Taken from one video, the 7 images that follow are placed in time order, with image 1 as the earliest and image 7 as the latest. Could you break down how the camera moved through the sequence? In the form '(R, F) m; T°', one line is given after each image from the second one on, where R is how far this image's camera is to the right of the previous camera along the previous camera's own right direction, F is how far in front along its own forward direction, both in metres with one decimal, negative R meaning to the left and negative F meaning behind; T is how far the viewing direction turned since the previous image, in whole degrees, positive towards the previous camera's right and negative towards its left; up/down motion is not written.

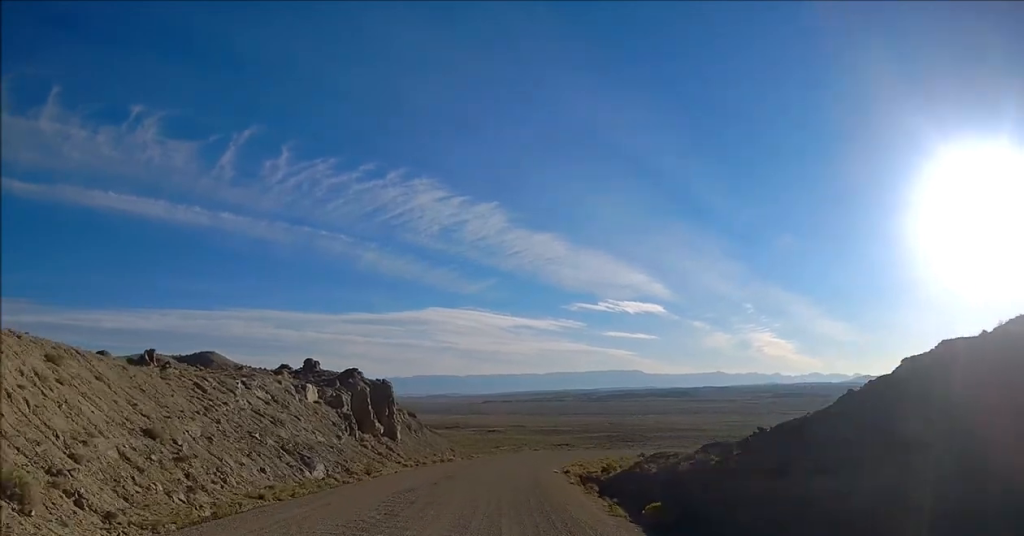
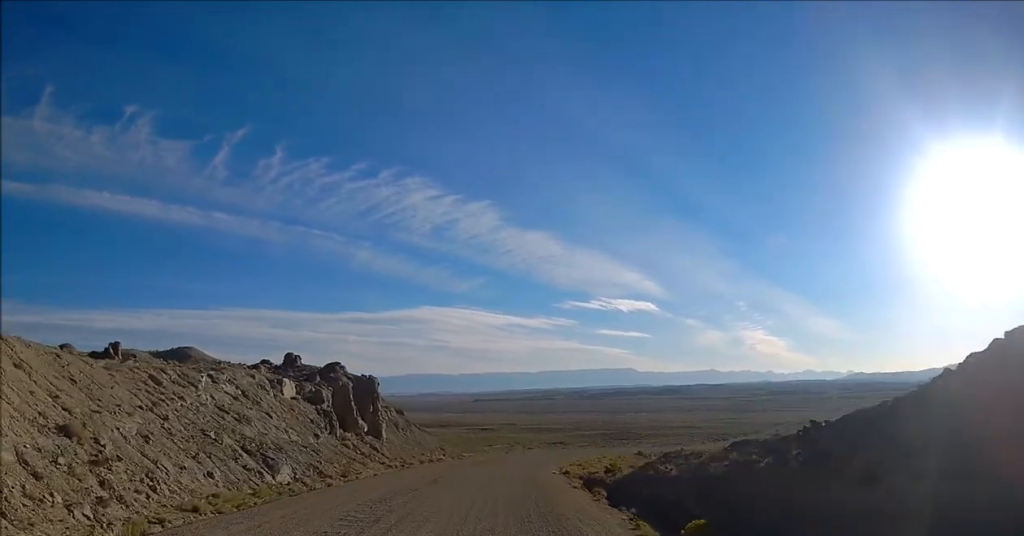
(0.0, +8.0) m; 0°
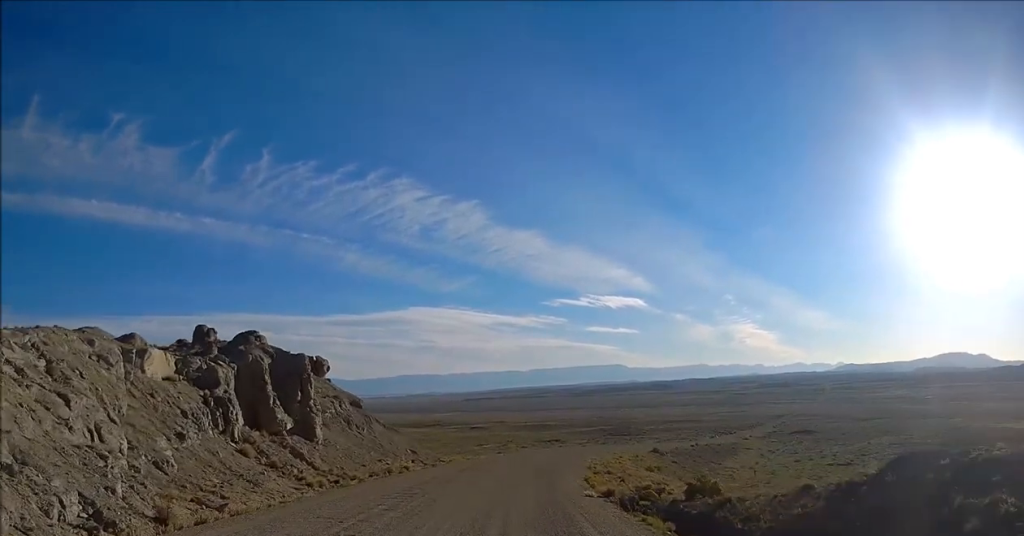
(+0.5, +34.3) m; +3°
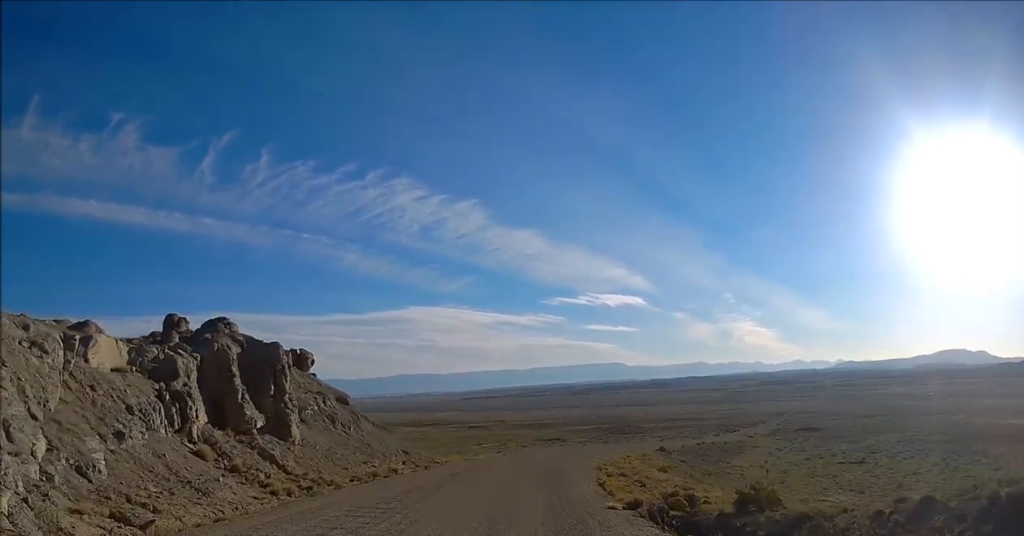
(+0.1, +7.8) m; +1°
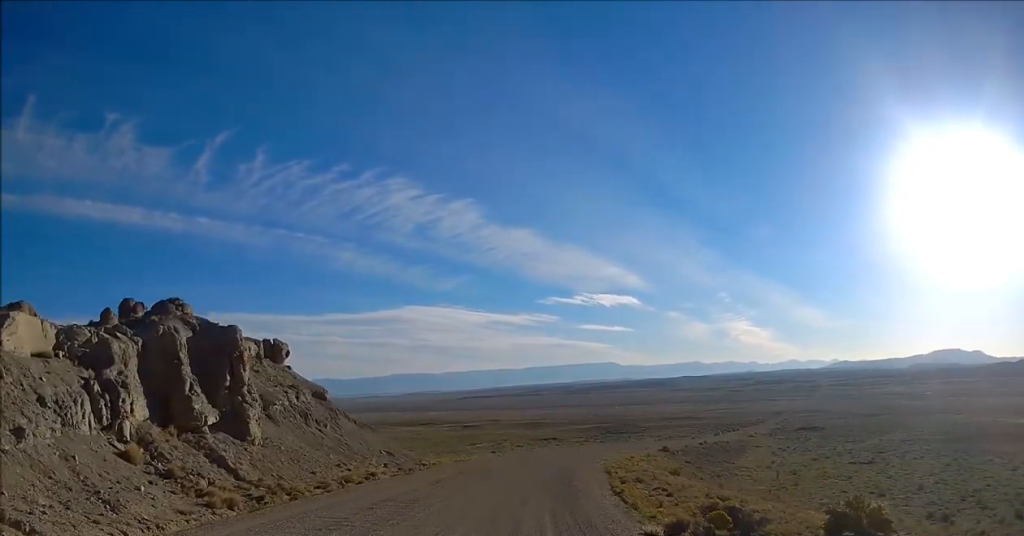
(0.0, +8.1) m; +1°
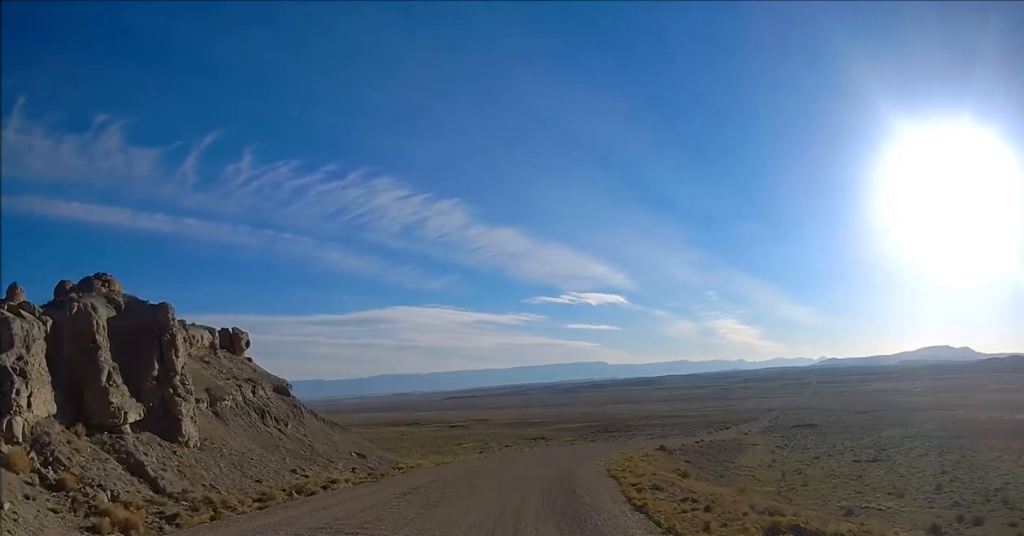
(+0.1, +6.9) m; +1°
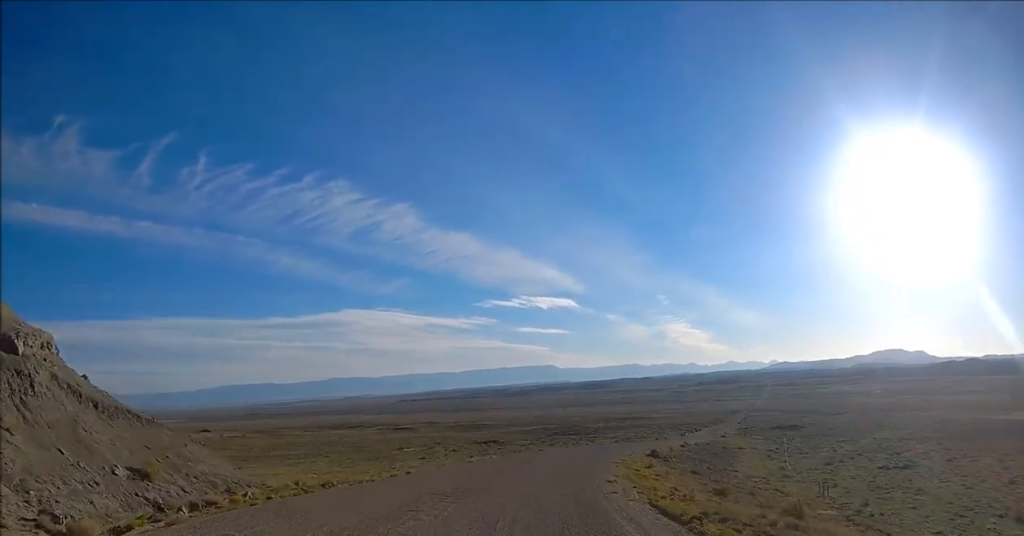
(+0.1, +27.3) m; +3°
